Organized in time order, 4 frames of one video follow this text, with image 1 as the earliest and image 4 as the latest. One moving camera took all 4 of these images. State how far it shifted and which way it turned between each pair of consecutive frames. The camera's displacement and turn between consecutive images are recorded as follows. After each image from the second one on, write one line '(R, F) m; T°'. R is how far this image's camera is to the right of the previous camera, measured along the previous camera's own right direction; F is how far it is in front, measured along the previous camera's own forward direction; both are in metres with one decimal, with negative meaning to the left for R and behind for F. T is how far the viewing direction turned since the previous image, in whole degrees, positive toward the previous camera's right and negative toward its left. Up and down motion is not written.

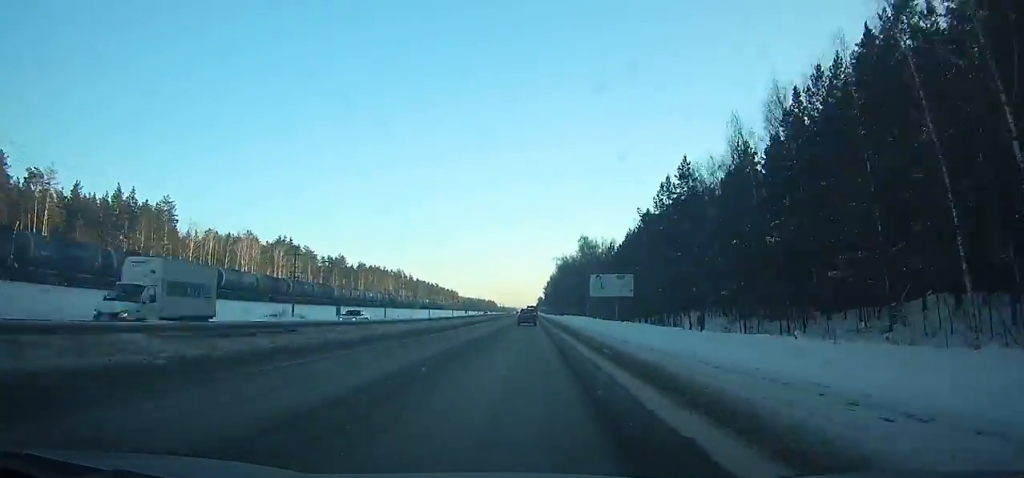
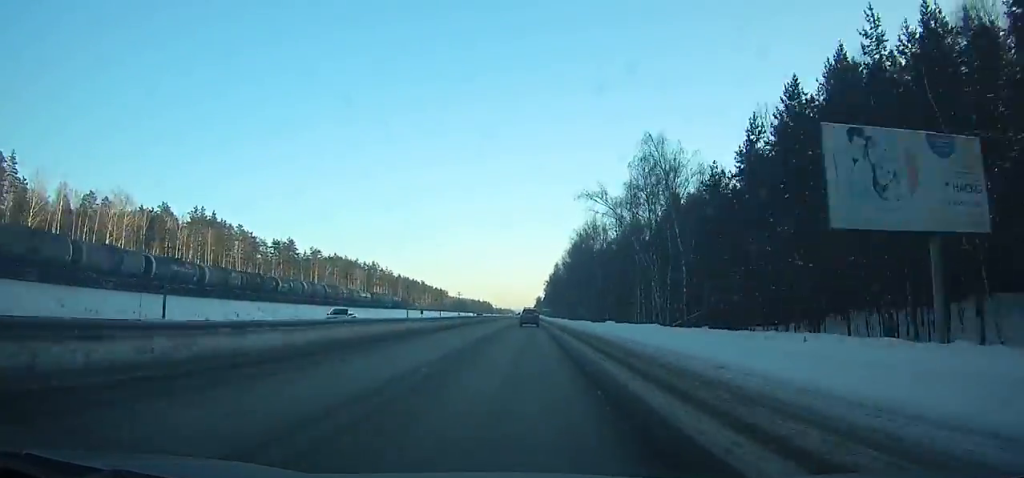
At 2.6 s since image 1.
(0.0, +64.0) m; 0°
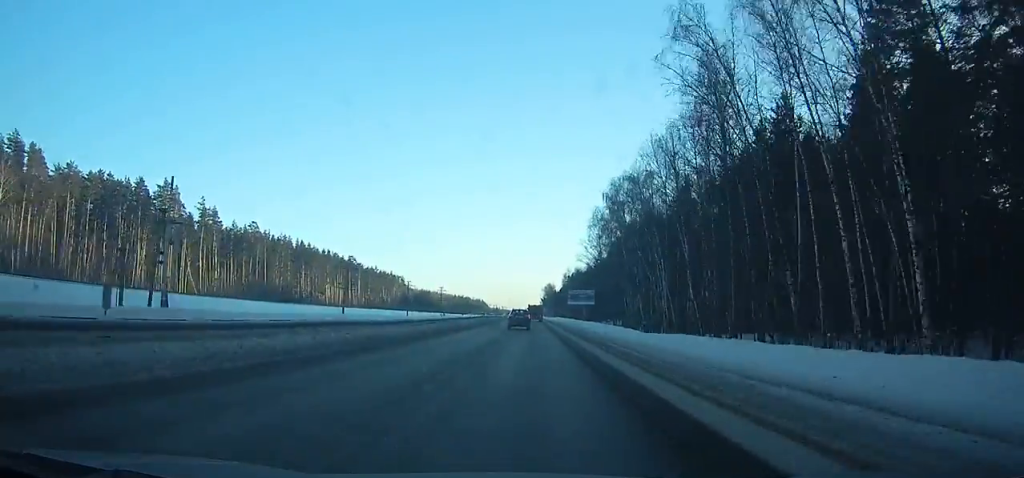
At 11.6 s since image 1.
(-0.2, +233.3) m; 0°
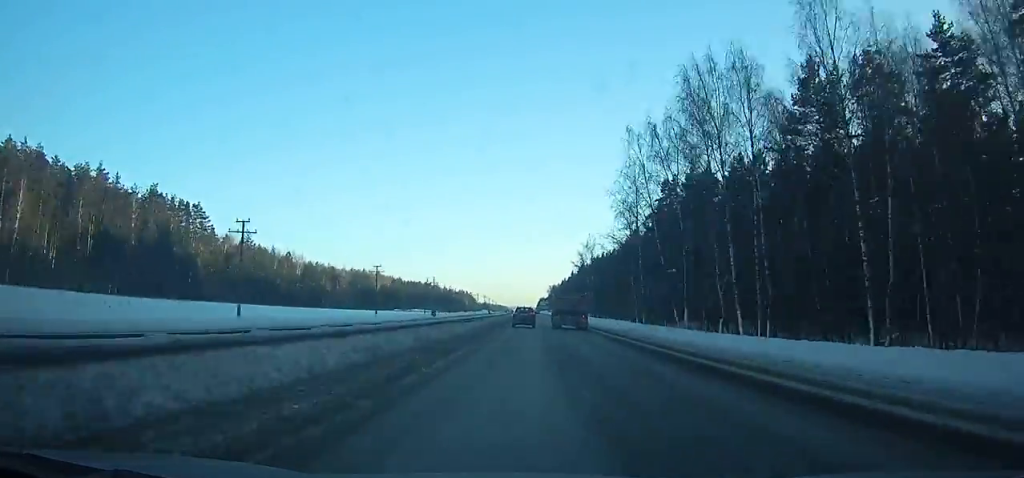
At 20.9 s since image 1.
(+1.1, +256.4) m; 0°
